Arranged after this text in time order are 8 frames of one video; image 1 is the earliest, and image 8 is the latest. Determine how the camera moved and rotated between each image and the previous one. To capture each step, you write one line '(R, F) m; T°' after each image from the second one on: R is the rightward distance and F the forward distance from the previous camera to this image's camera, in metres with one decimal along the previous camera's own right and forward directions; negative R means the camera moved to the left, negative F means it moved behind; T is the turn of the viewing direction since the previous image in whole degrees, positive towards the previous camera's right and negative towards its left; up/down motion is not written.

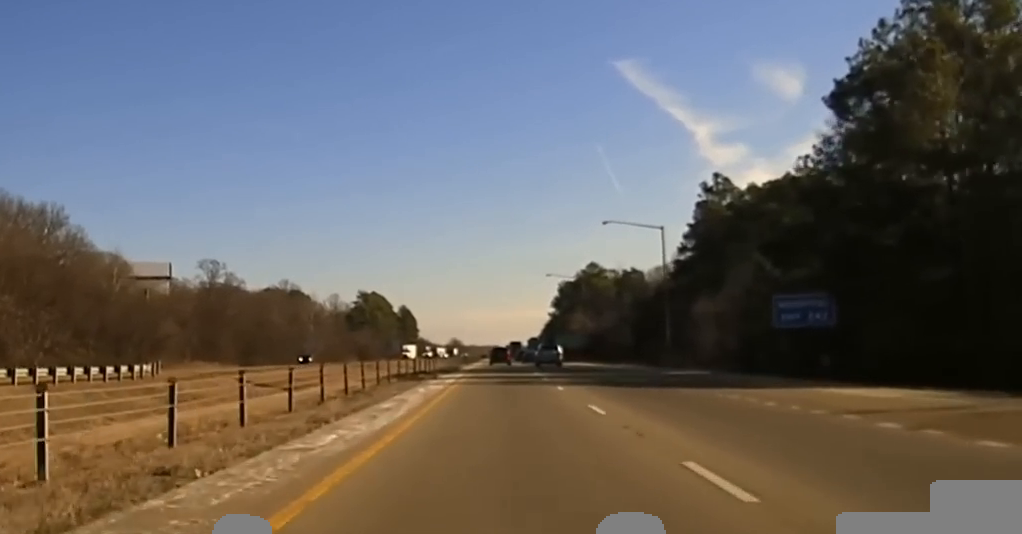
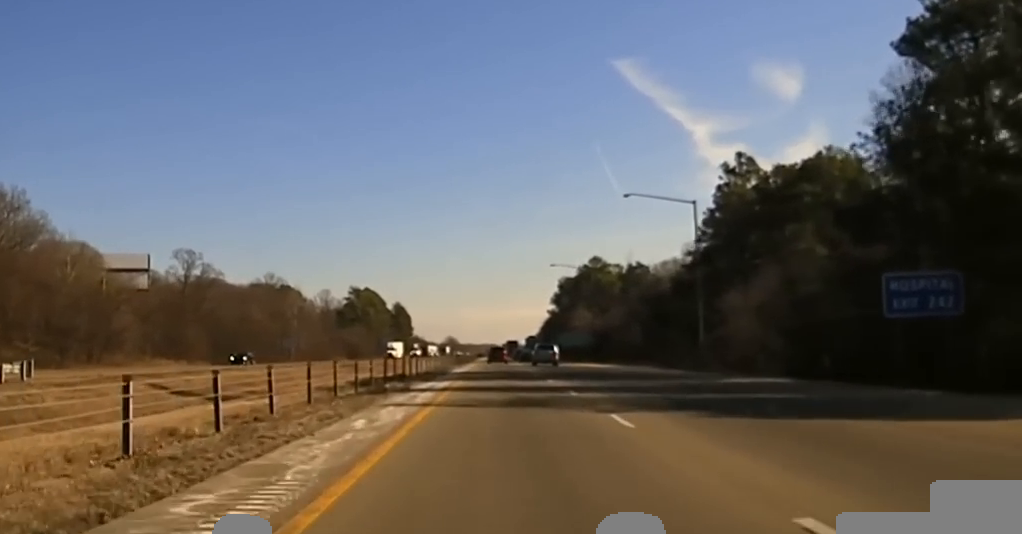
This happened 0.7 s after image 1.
(-0.1, +19.6) m; +1°
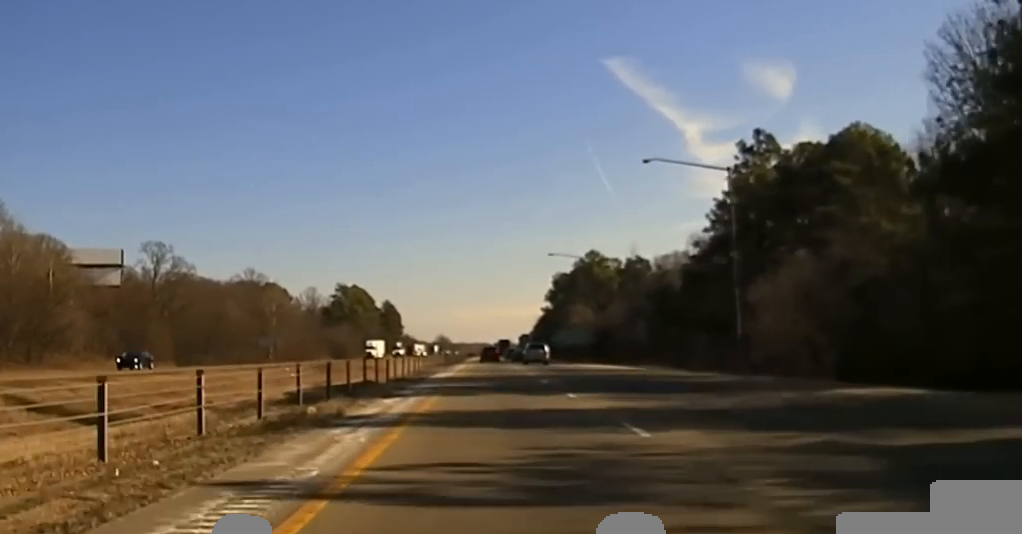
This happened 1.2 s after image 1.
(-0.1, +14.9) m; 0°
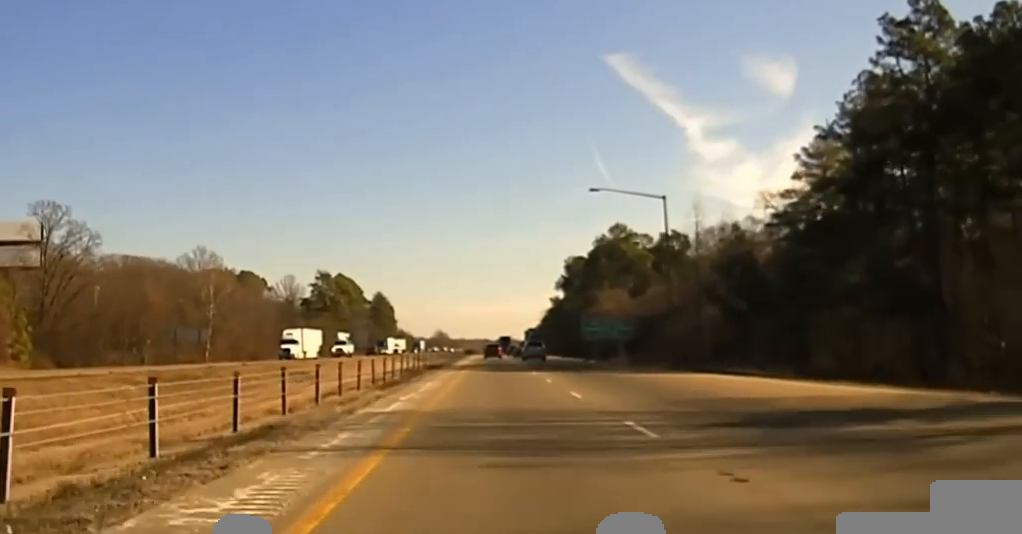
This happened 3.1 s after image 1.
(+0.2, +54.1) m; -1°
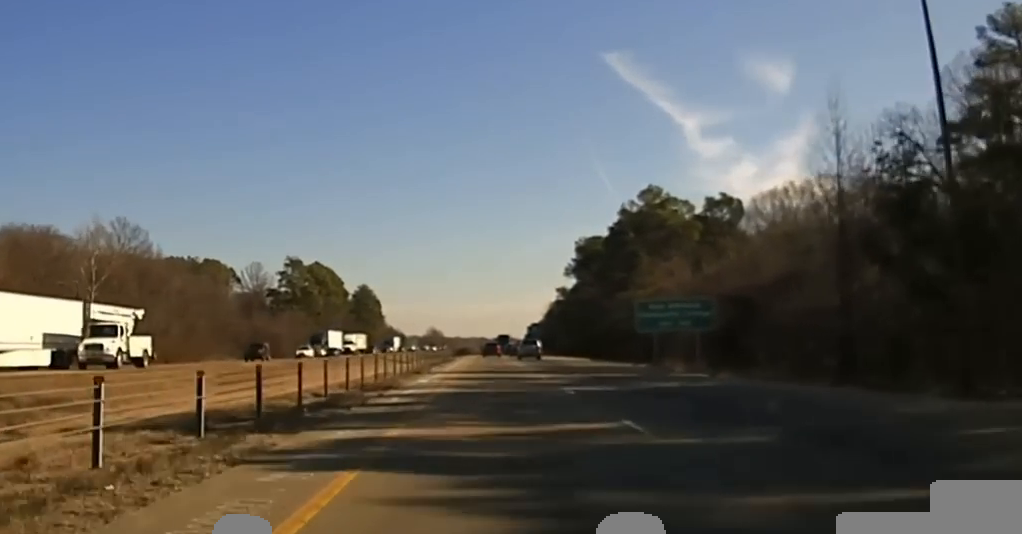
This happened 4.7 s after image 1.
(+0.1, +43.7) m; 0°
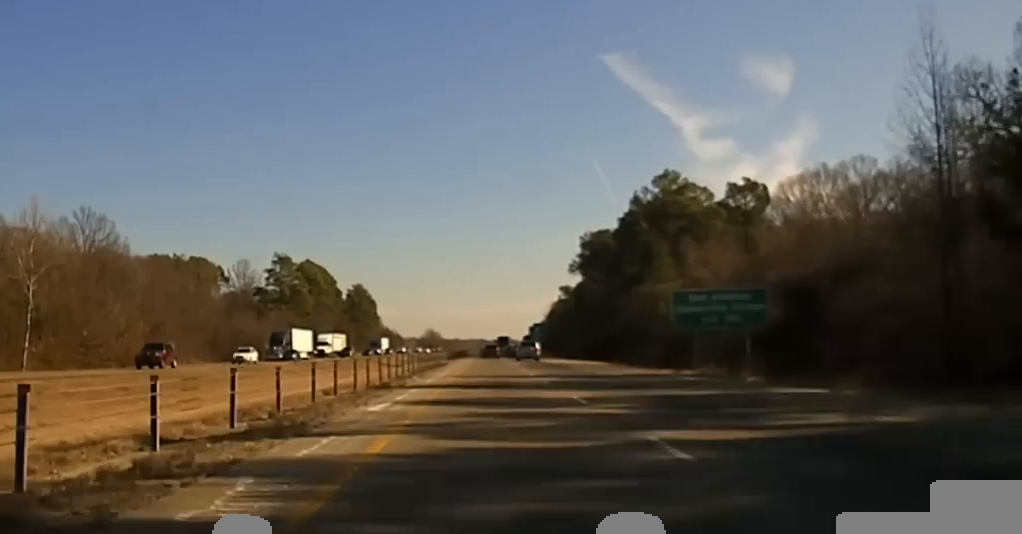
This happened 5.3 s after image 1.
(0.0, +16.3) m; 0°
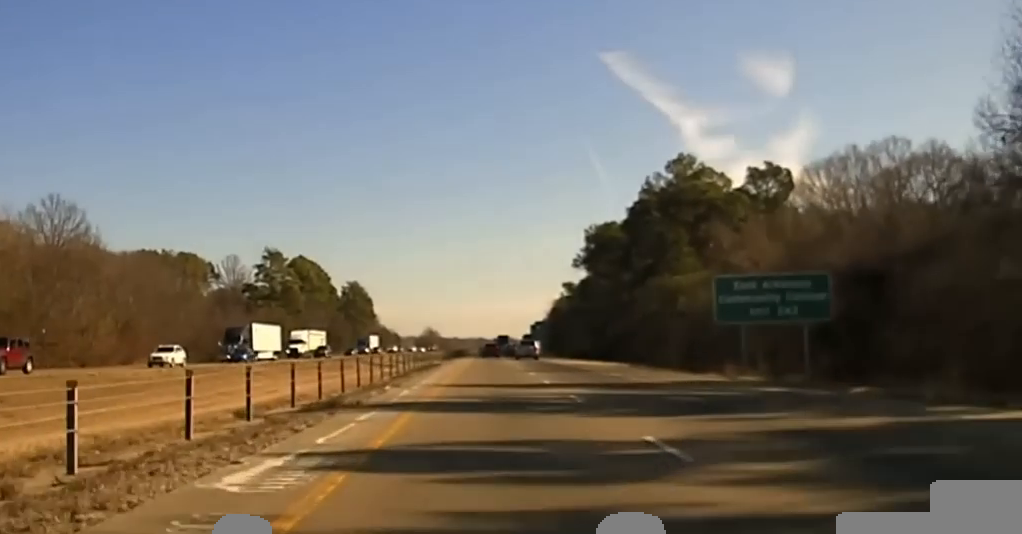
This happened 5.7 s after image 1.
(0.0, +11.4) m; 0°
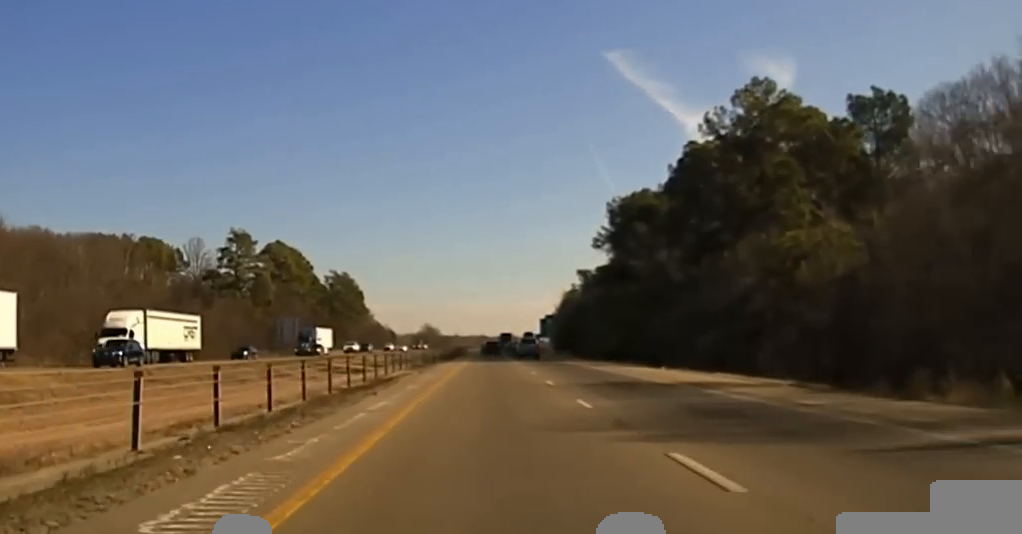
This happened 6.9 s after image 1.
(0.0, +33.7) m; 0°
